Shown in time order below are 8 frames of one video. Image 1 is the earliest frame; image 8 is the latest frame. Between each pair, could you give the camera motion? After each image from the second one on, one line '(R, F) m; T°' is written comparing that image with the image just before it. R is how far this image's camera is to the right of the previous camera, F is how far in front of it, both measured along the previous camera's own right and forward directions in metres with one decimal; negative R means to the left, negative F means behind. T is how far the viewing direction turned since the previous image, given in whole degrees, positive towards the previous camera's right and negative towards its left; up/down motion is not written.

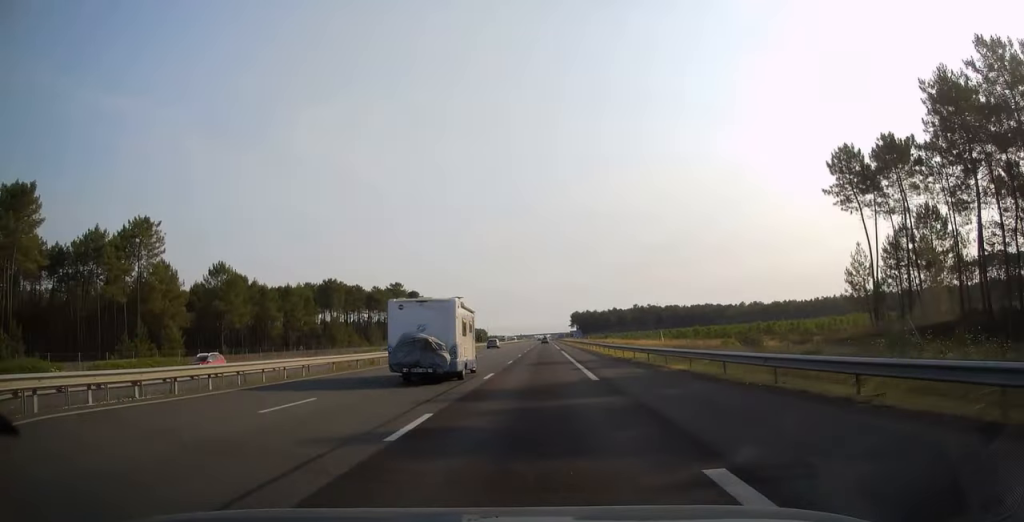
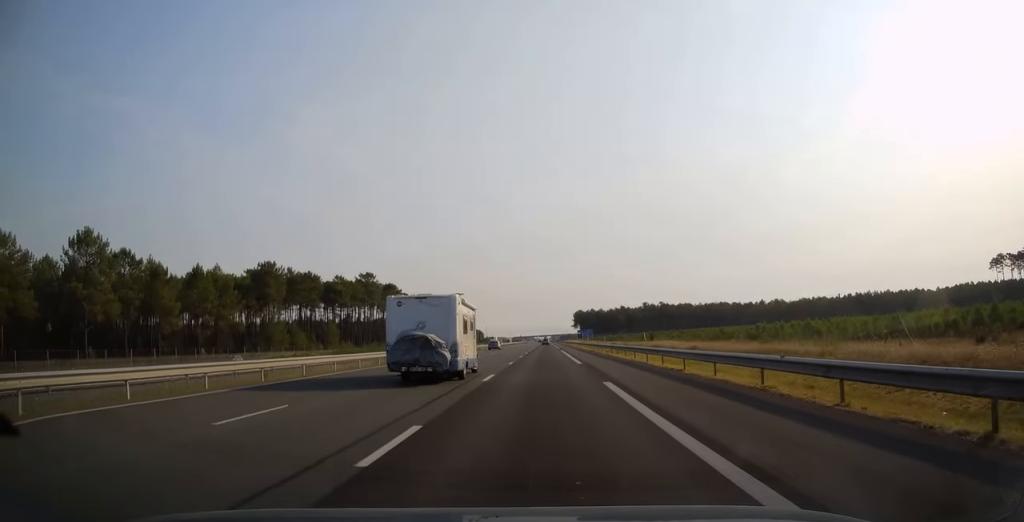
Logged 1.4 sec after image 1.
(0.0, +40.5) m; 0°
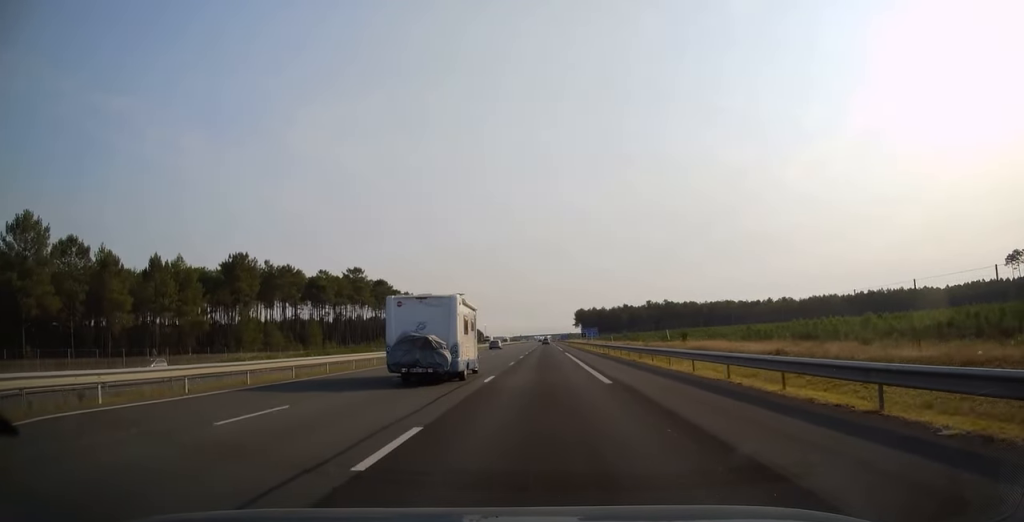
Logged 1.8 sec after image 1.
(0.0, +13.1) m; 0°
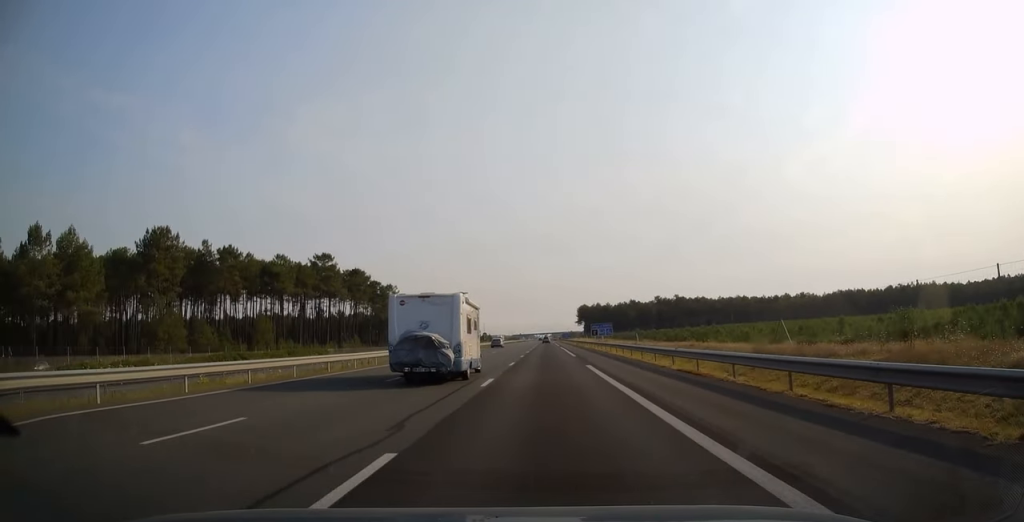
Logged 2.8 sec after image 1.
(-0.1, +28.1) m; 0°
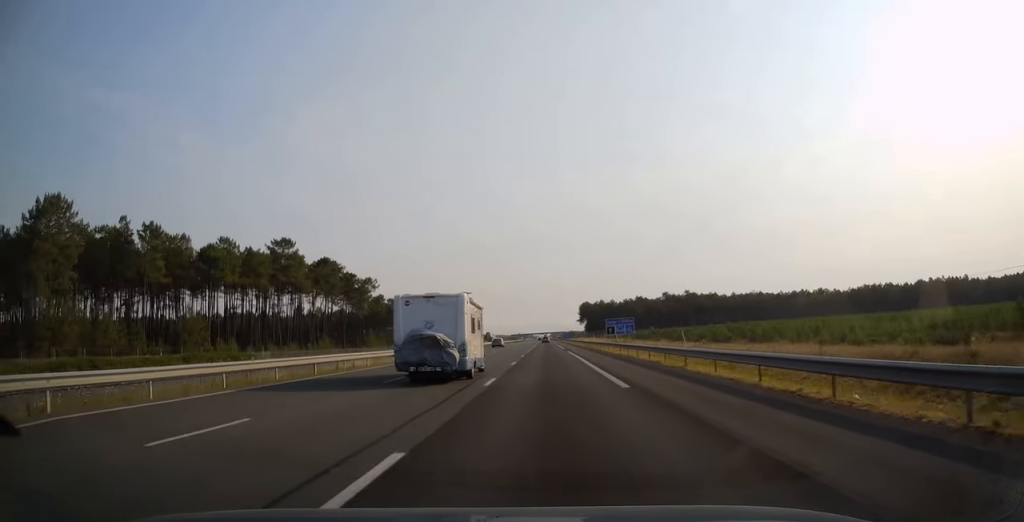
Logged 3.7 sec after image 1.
(0.0, +25.9) m; 0°
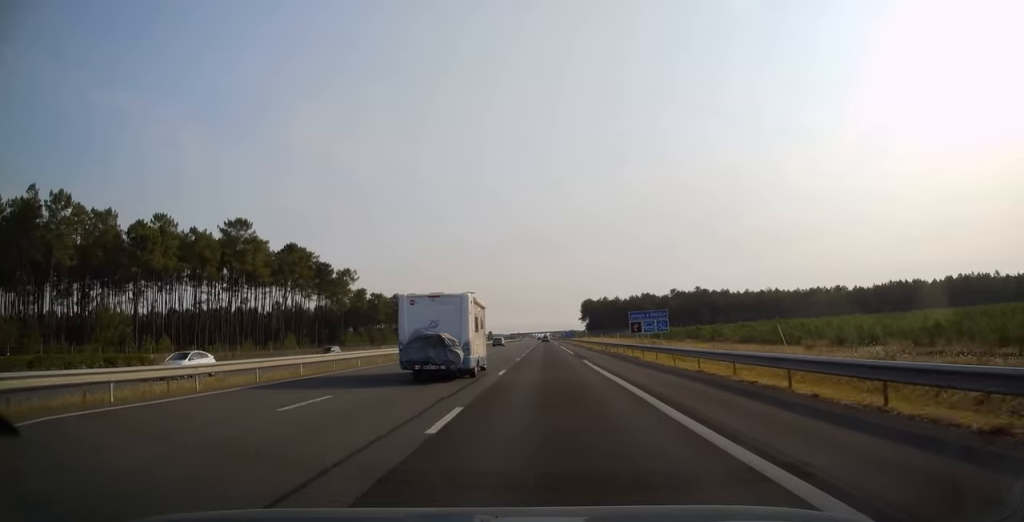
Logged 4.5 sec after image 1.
(+0.1, +21.8) m; 0°
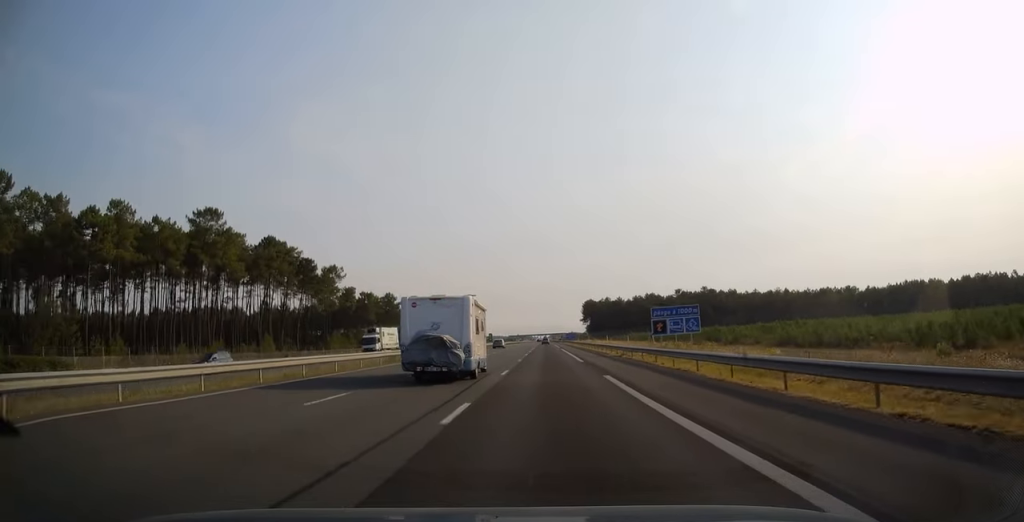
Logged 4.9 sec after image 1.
(0.0, +11.6) m; 0°
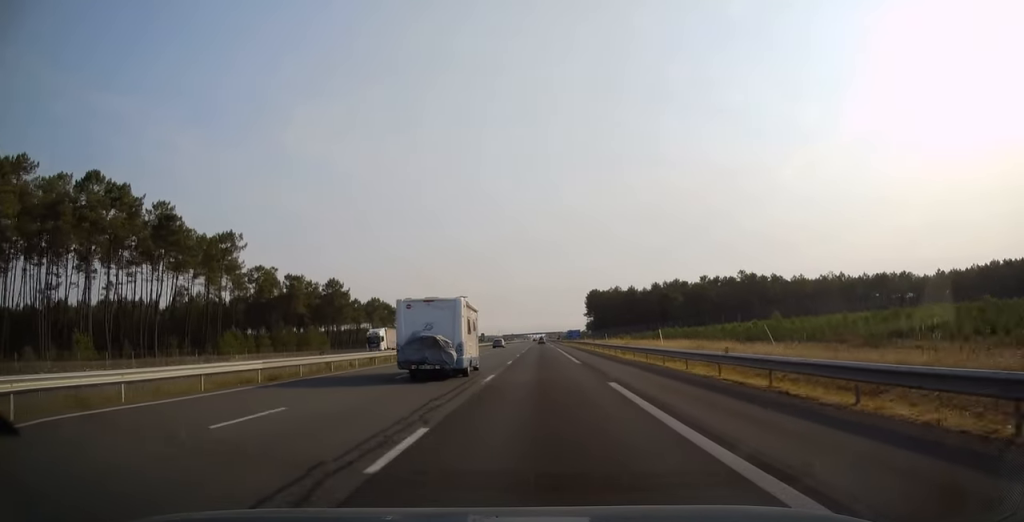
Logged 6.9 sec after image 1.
(+0.3, +55.6) m; +1°
